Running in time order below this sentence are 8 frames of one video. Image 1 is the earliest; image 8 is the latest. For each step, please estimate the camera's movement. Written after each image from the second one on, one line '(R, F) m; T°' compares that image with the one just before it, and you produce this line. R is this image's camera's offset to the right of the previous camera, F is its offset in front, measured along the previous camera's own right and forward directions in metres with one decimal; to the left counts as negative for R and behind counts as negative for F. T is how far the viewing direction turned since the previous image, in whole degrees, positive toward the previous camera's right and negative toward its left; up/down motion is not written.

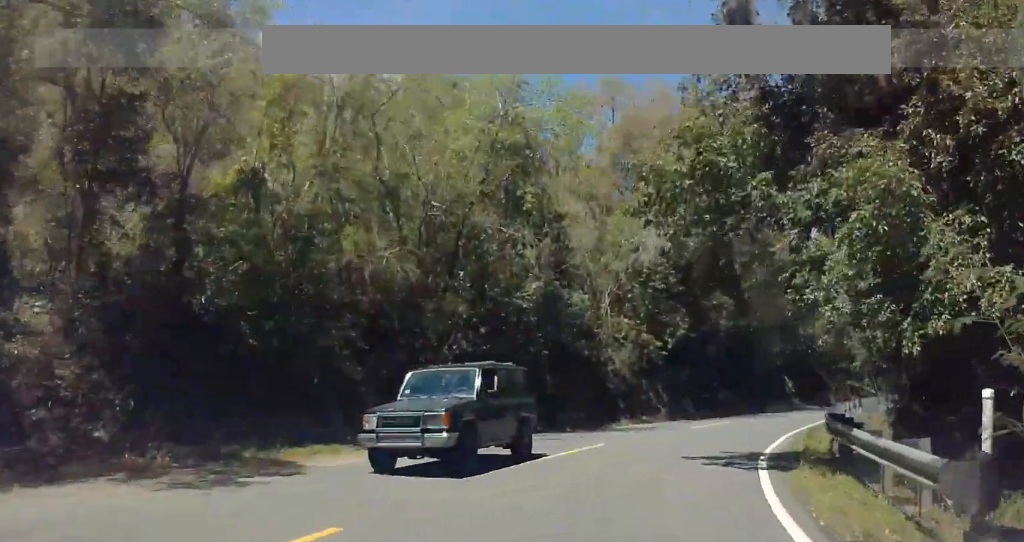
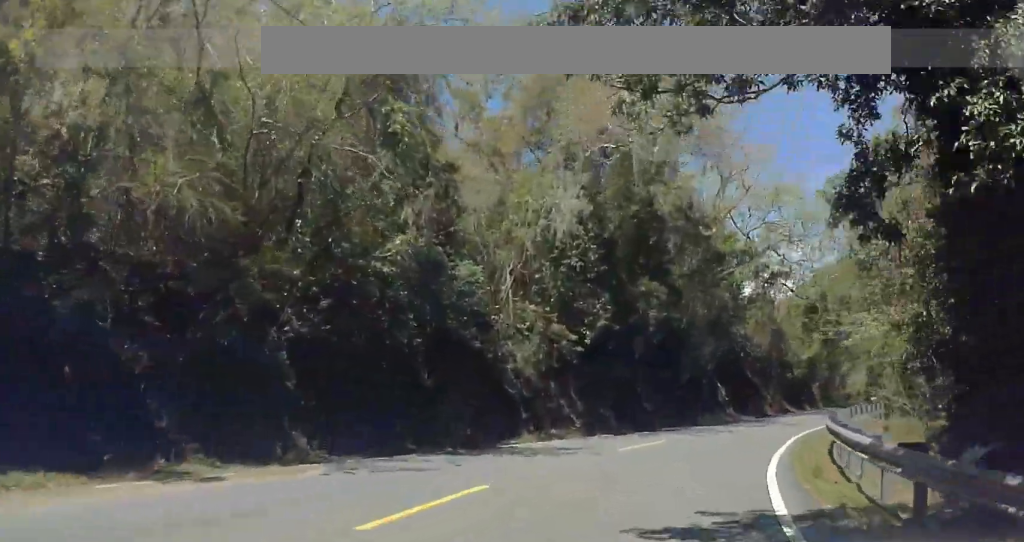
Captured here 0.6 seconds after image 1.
(0.0, +7.9) m; 0°
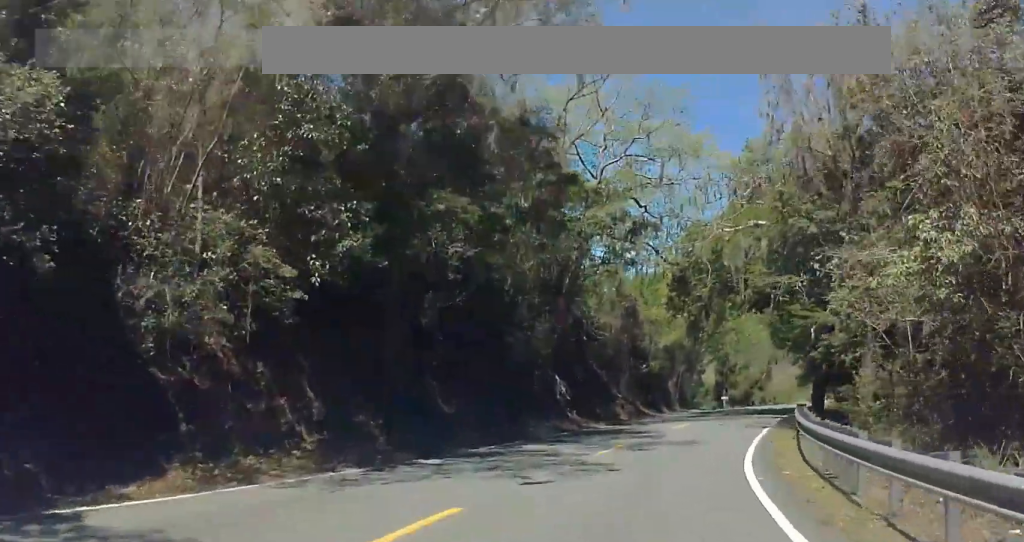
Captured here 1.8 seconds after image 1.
(0.0, +14.0) m; 0°
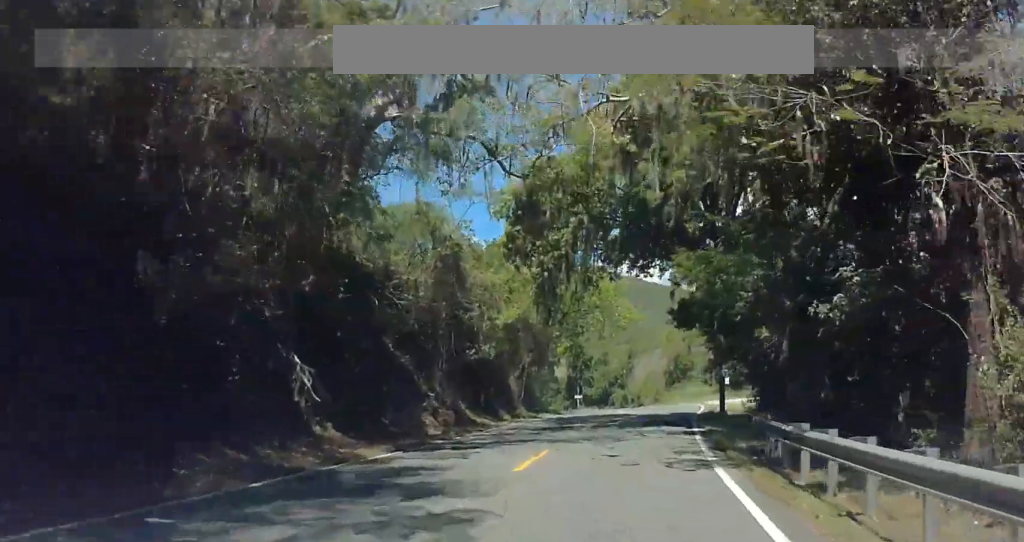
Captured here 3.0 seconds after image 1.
(0.0, +15.7) m; +14°
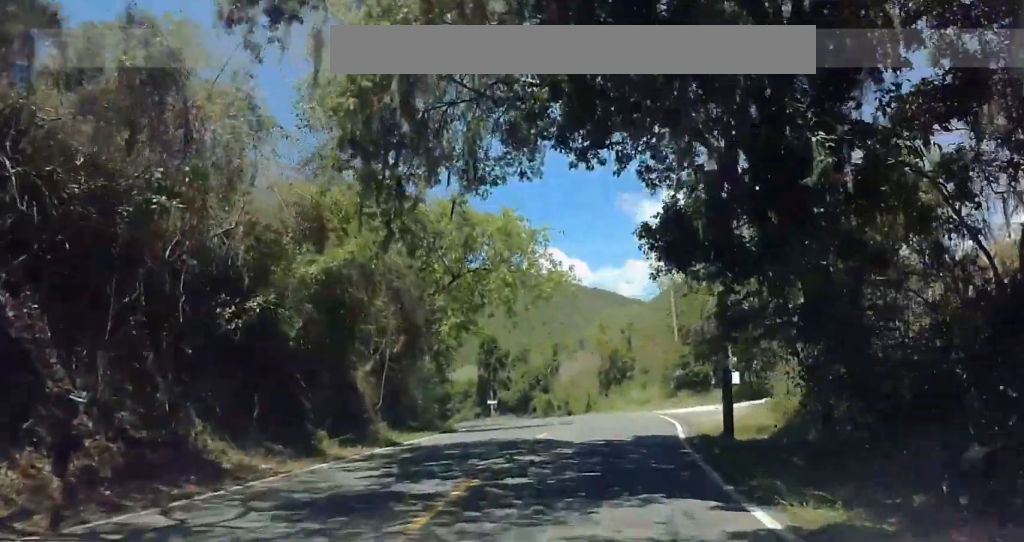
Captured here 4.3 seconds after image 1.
(+4.2, +15.9) m; +16°
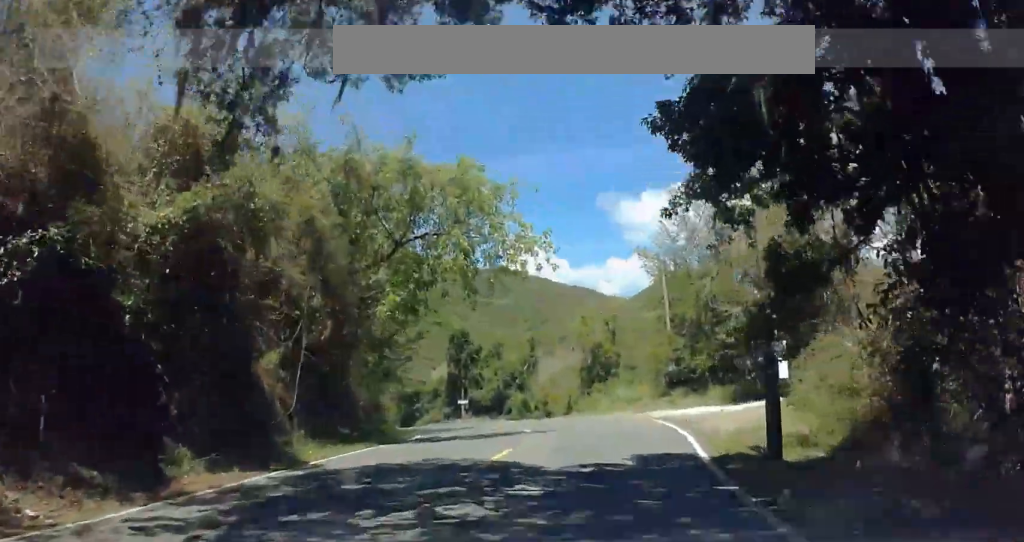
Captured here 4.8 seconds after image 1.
(+0.1, +6.5) m; +1°
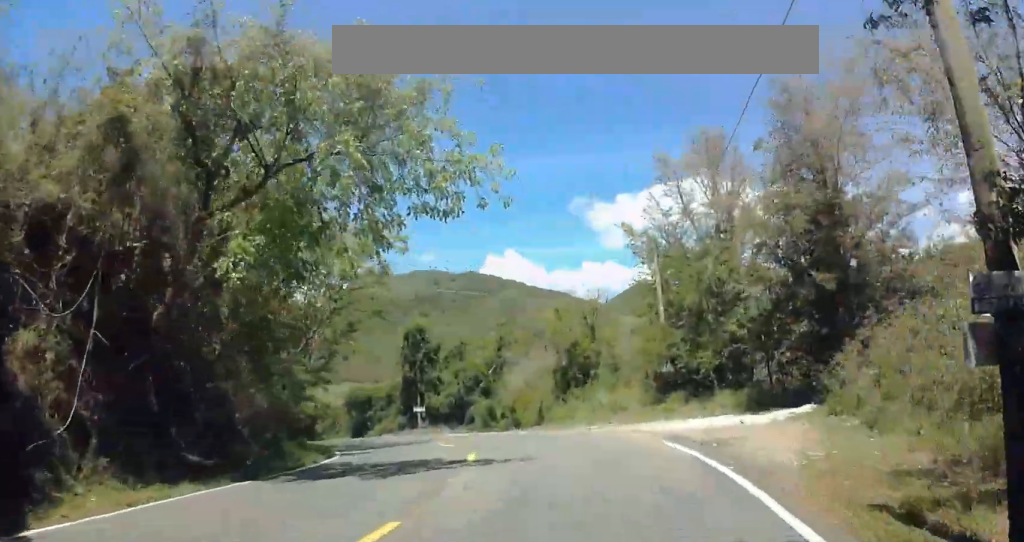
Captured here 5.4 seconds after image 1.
(+0.1, +8.6) m; 0°
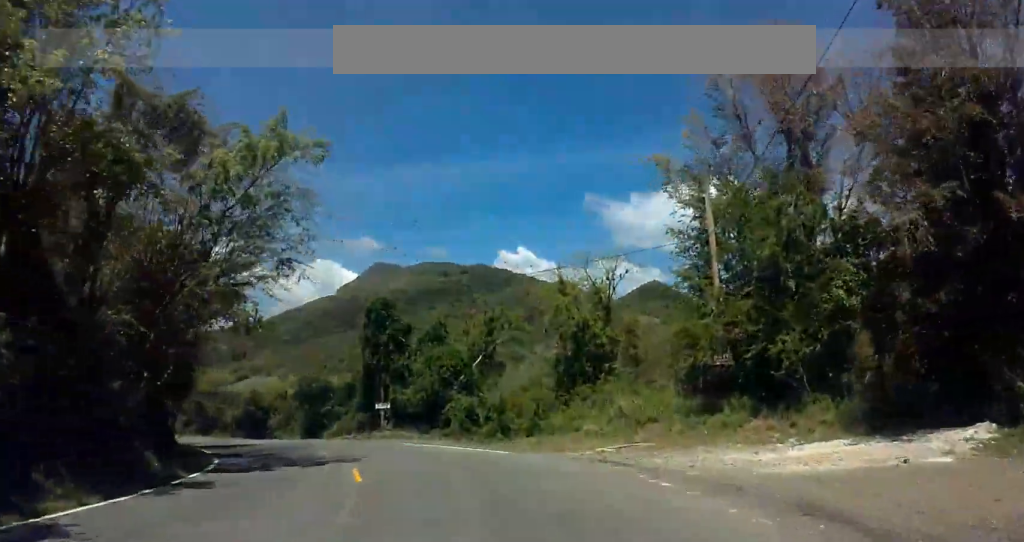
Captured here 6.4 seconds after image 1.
(0.0, +12.7) m; +1°
